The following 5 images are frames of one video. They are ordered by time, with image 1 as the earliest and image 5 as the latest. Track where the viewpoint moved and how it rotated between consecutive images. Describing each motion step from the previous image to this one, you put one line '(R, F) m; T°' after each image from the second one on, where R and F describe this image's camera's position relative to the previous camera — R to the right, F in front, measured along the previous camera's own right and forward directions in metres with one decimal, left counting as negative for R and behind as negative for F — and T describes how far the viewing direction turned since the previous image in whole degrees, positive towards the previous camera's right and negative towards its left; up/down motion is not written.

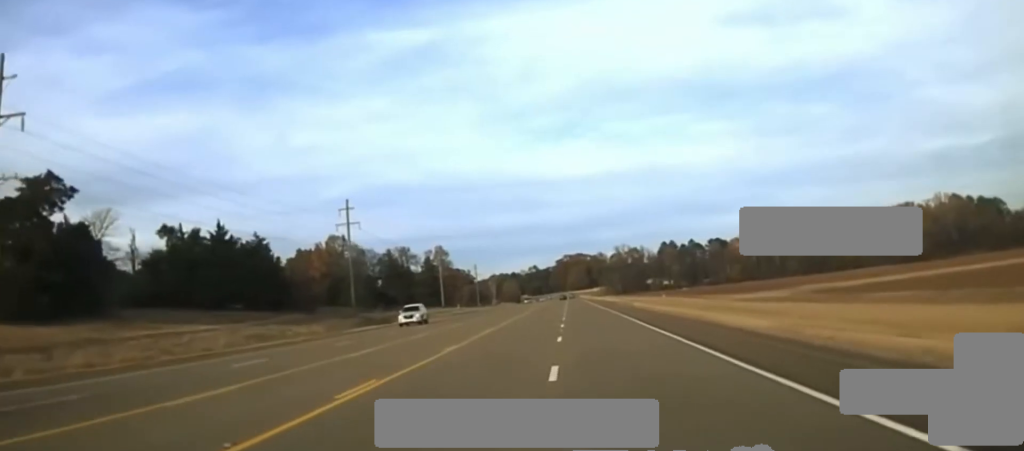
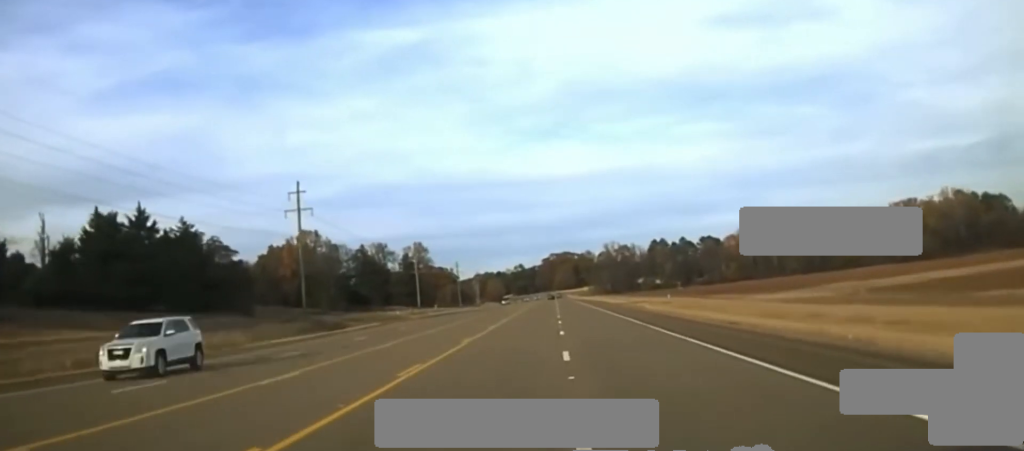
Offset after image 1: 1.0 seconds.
(+0.2, +21.6) m; +1°
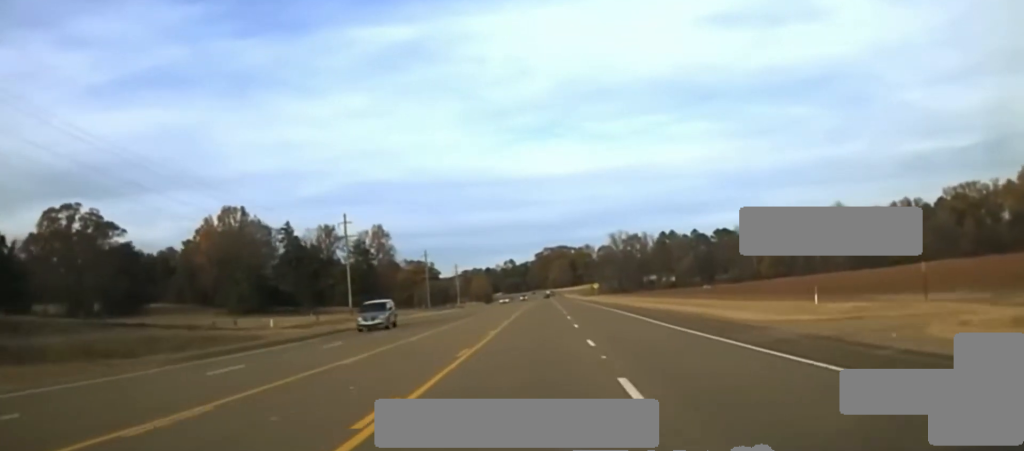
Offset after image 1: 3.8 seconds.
(+0.4, +69.8) m; +1°
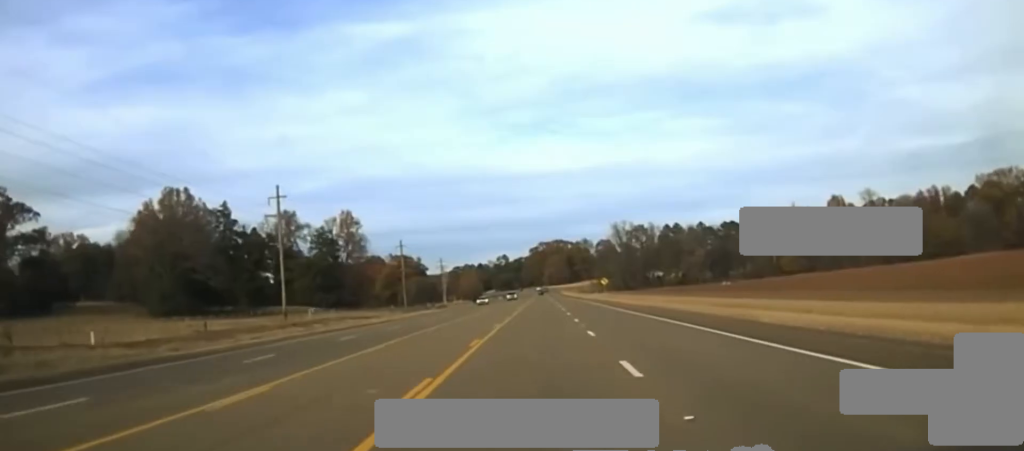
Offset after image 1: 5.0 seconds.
(+0.1, +34.8) m; -1°
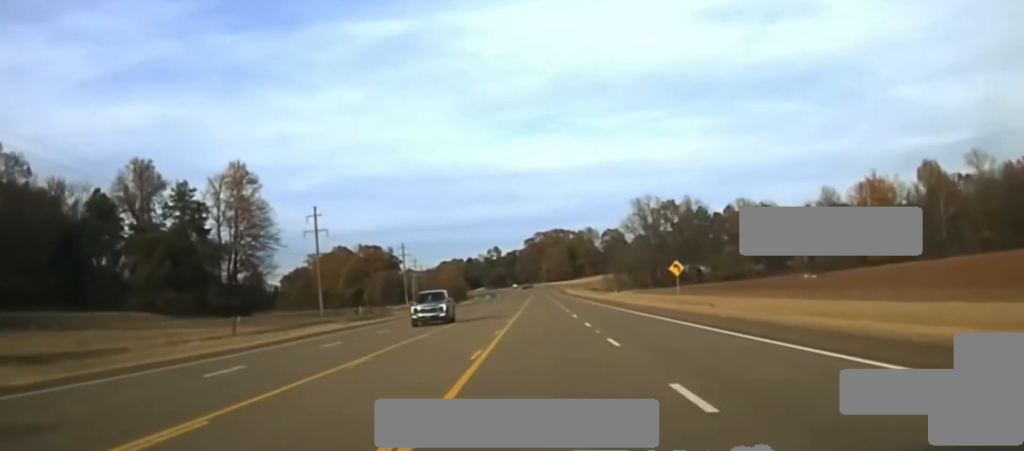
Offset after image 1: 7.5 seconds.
(0.0, +77.9) m; +1°
